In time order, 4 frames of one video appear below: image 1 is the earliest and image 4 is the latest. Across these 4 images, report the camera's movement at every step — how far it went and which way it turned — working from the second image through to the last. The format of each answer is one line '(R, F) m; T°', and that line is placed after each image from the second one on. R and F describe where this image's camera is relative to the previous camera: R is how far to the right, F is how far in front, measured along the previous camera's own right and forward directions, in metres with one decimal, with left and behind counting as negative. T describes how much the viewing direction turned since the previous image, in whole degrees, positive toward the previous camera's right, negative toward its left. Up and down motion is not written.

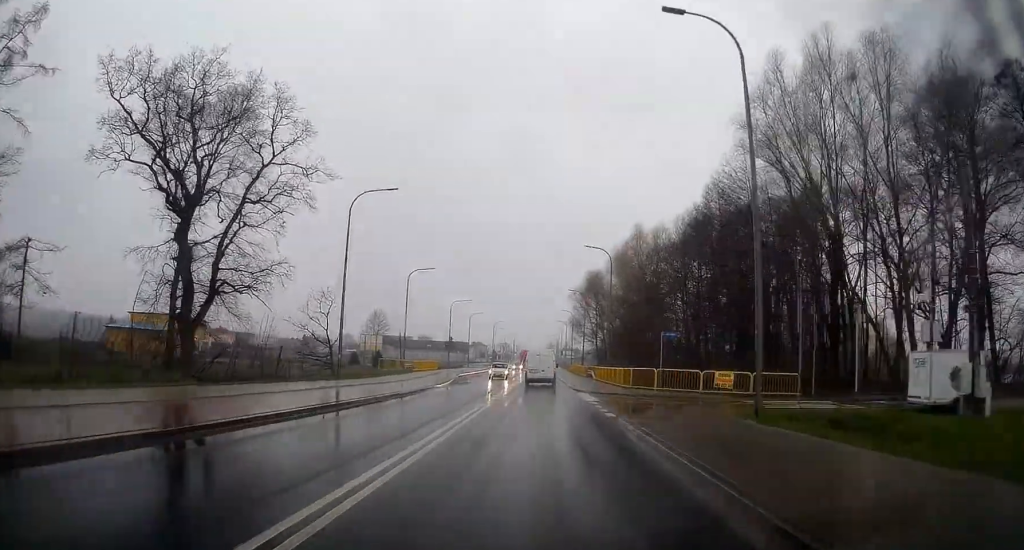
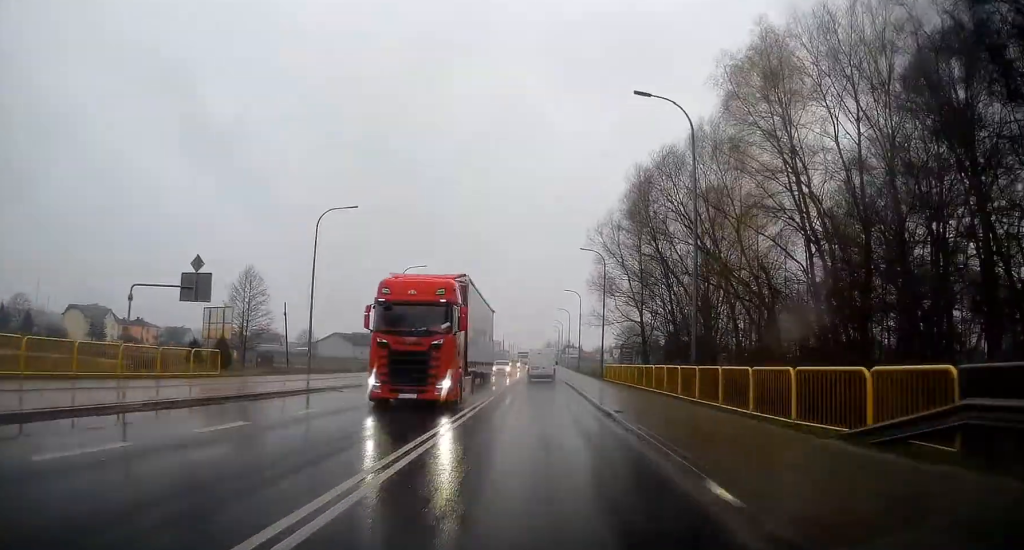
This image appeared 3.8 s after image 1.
(+0.6, +56.3) m; +1°
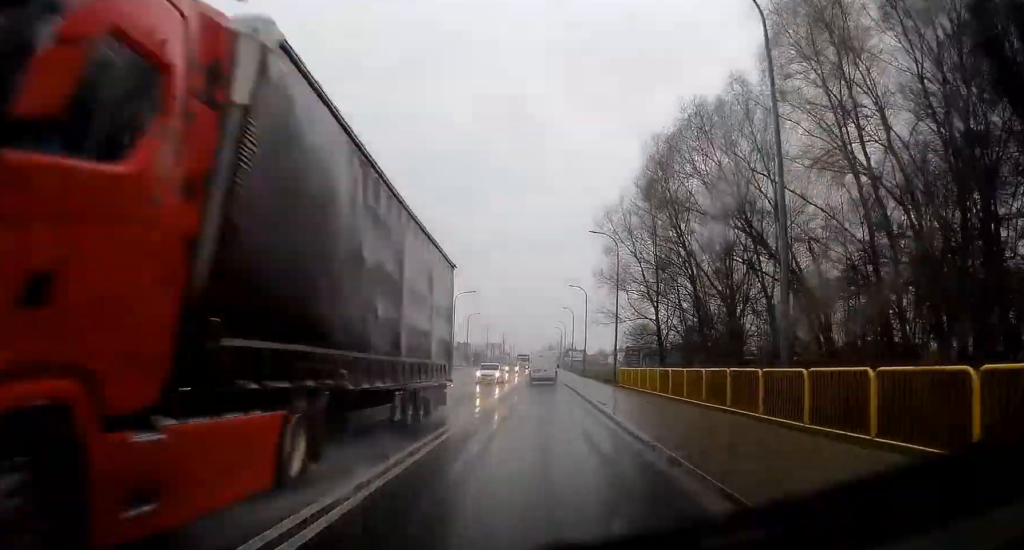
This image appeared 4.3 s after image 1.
(0.0, +7.7) m; 0°
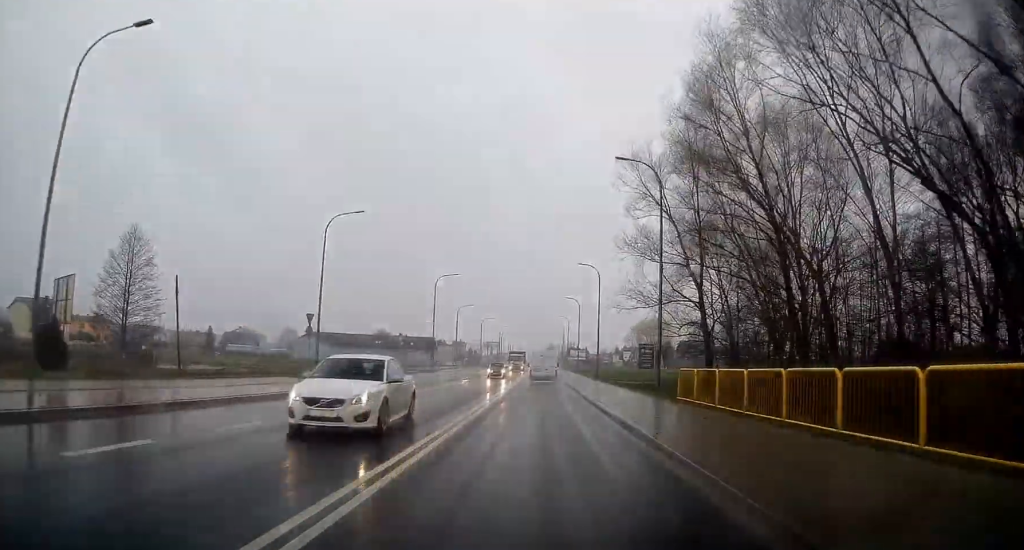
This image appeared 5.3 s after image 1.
(0.0, +15.5) m; 0°
